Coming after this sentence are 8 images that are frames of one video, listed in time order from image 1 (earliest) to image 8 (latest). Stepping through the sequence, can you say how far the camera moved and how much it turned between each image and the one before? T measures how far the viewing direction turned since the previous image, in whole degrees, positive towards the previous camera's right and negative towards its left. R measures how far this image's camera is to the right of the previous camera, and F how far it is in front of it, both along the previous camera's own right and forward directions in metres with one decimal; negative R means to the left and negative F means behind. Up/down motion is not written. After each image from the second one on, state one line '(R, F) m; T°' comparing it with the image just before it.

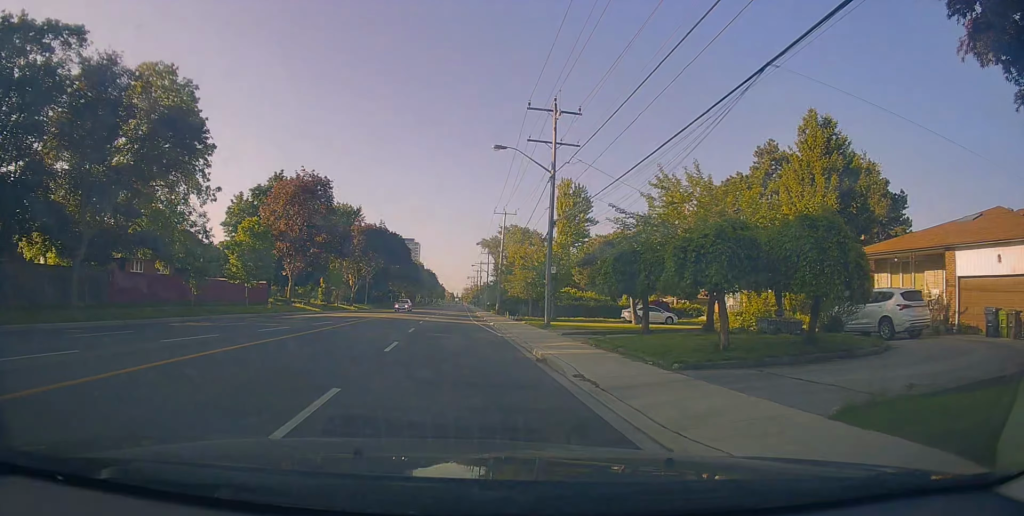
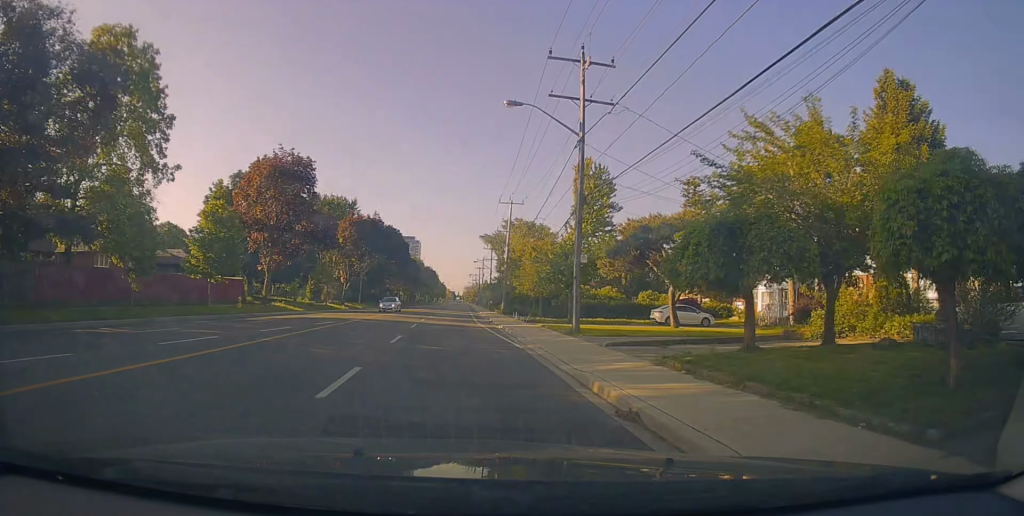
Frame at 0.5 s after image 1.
(+0.3, +6.4) m; 0°
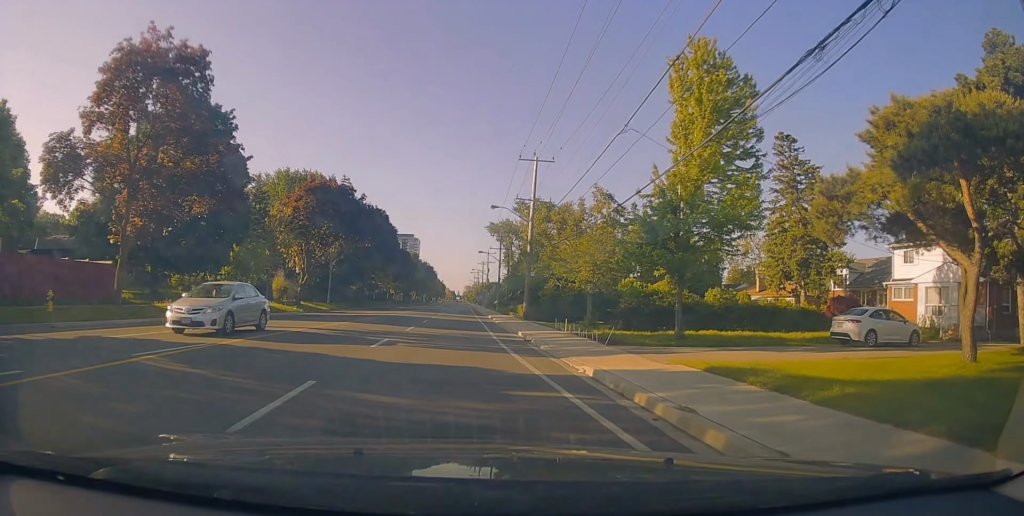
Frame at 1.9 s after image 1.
(-0.4, +19.5) m; -1°
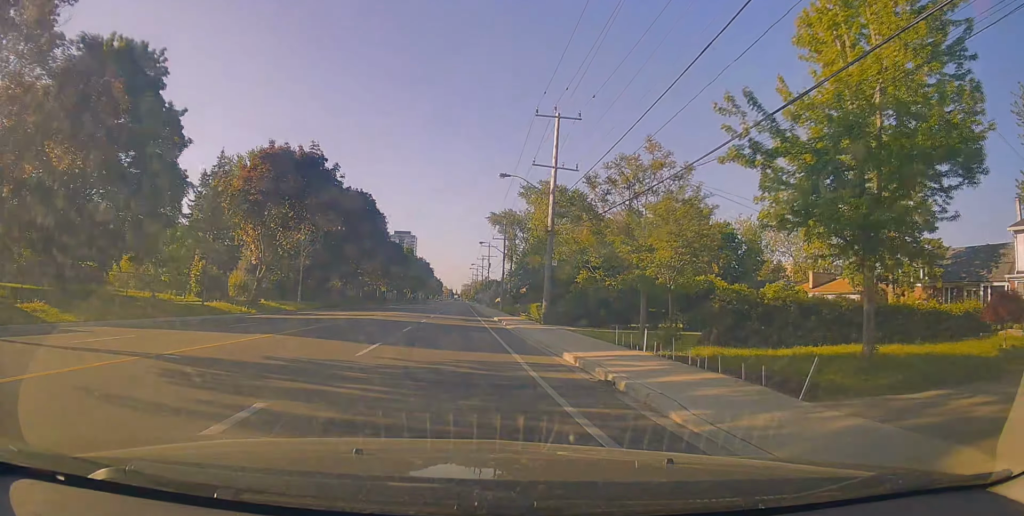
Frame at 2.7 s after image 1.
(+0.2, +10.5) m; +2°
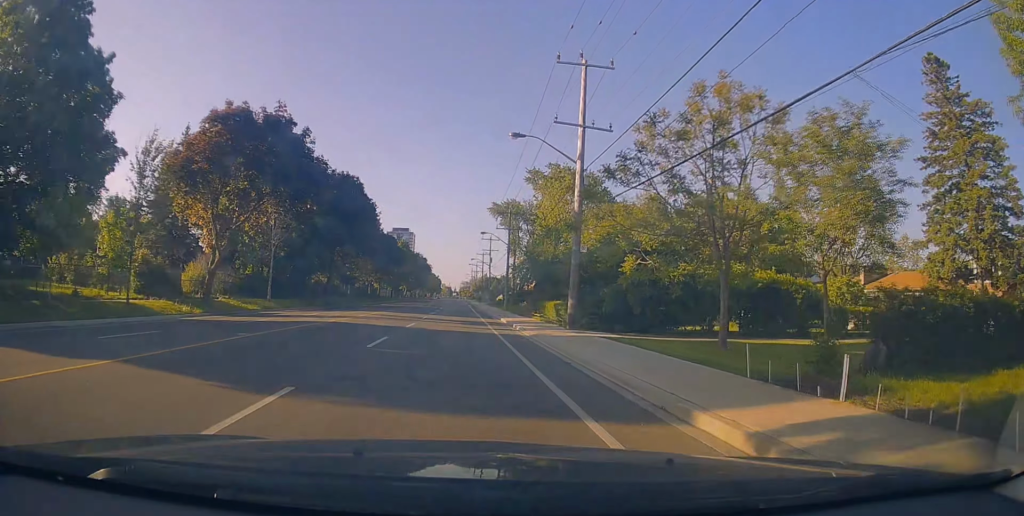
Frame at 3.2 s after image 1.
(+0.1, +7.9) m; -1°
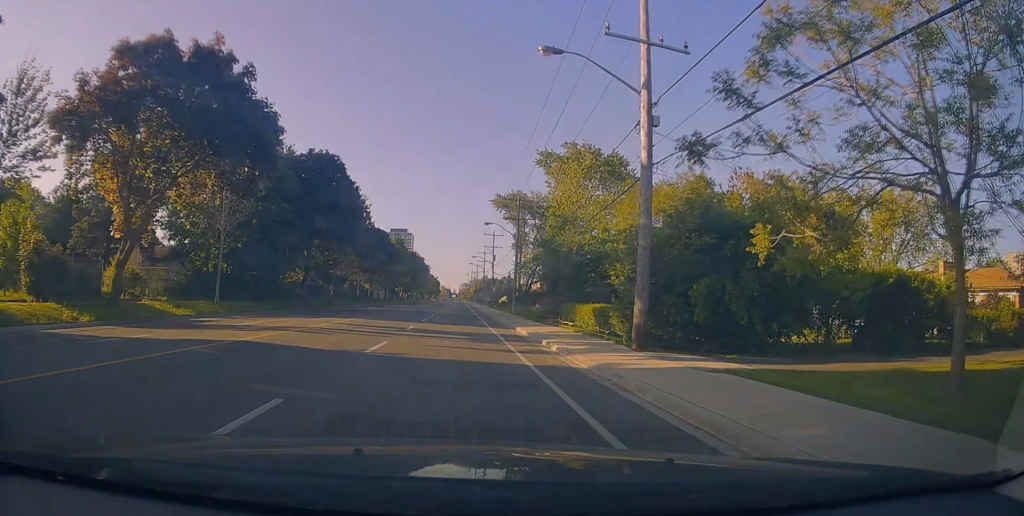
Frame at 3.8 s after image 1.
(+0.2, +9.5) m; -1°
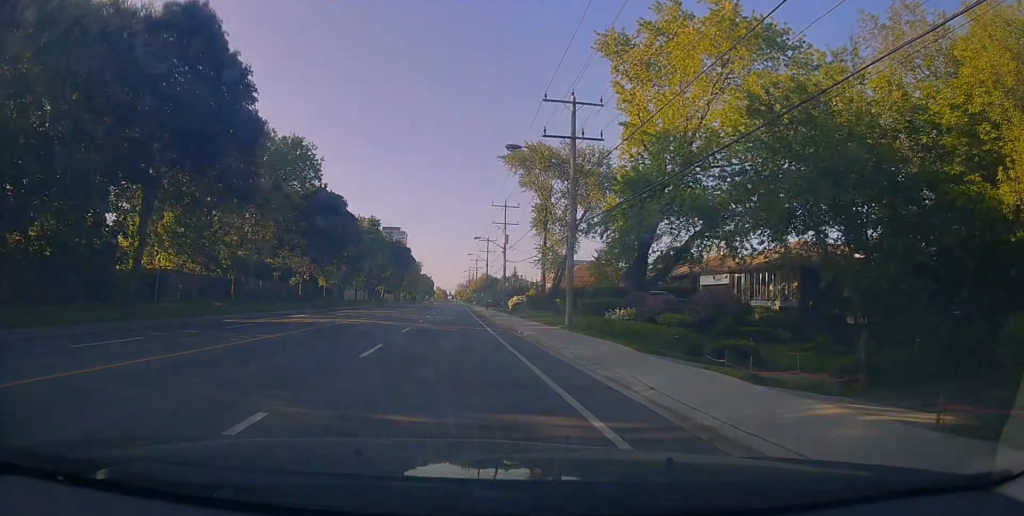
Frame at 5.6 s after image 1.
(+0.2, +27.7) m; +2°
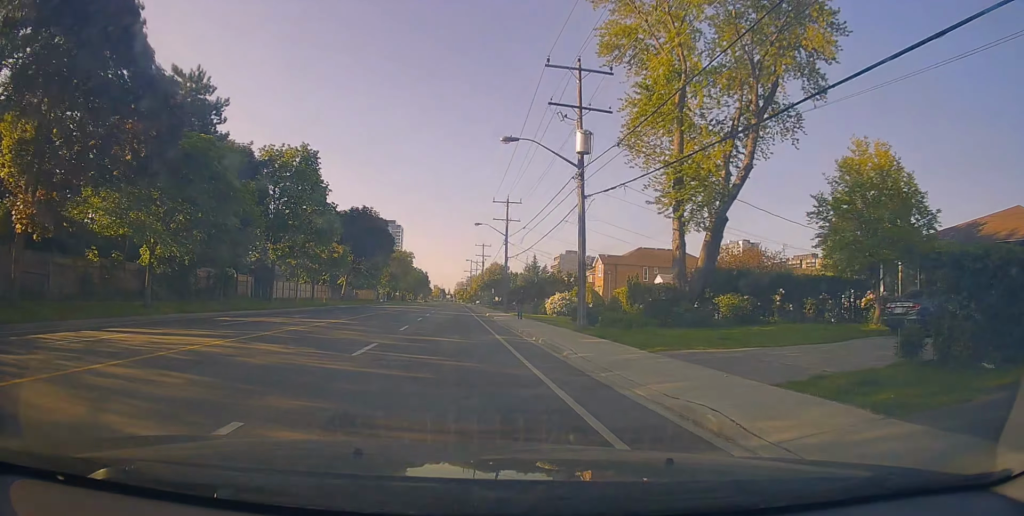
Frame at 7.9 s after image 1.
(-1.6, +36.6) m; -2°
